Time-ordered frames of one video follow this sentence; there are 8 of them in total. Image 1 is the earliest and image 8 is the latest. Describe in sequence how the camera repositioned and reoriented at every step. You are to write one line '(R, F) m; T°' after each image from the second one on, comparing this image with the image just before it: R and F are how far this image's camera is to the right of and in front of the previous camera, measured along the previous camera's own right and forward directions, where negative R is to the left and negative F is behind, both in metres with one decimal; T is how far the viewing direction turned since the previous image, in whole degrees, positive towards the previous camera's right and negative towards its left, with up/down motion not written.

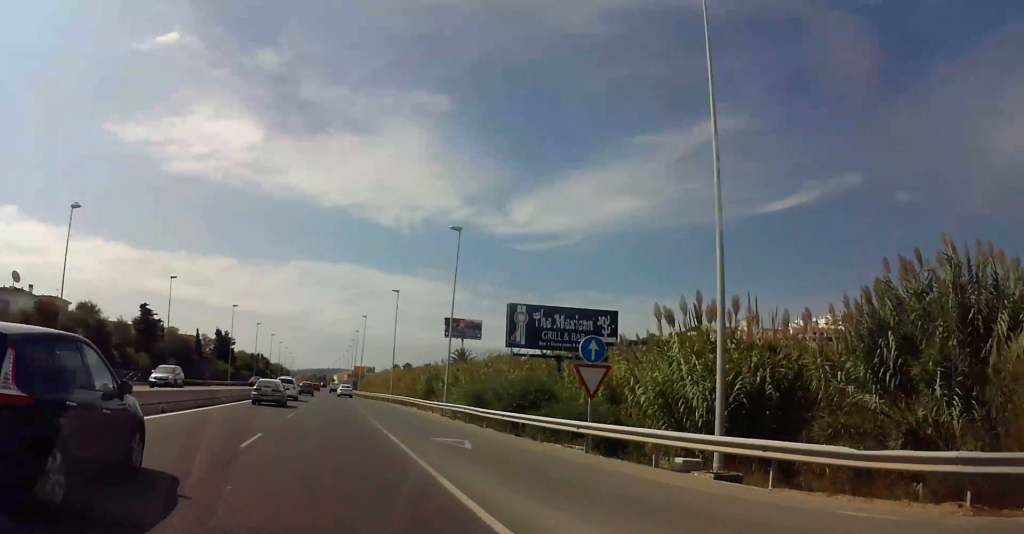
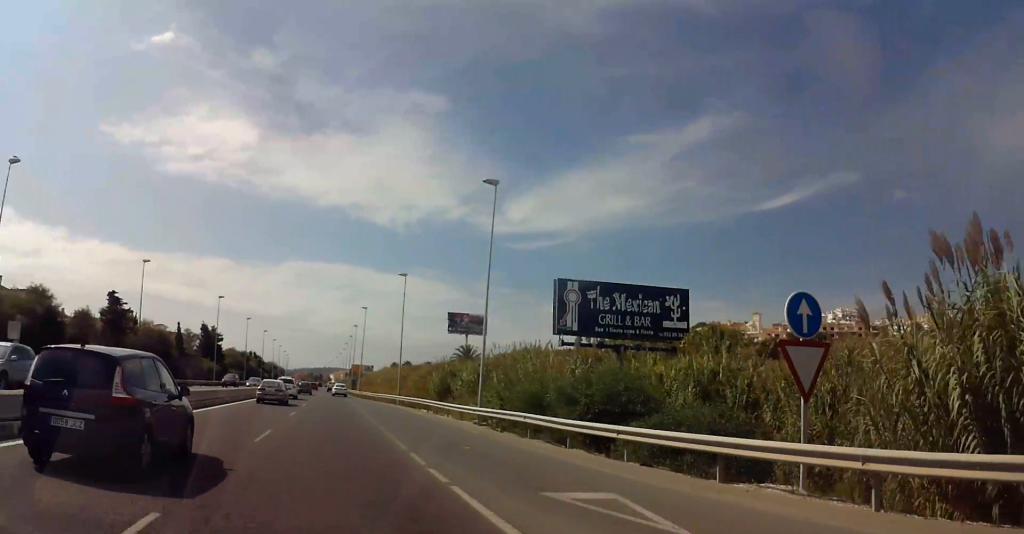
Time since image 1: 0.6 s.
(+0.3, +10.9) m; 0°
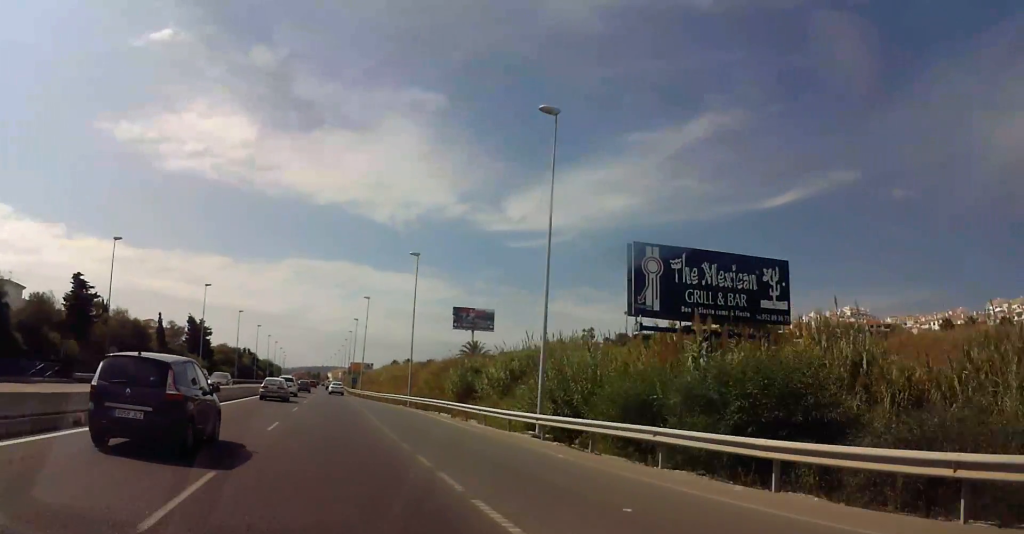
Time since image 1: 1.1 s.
(0.0, +9.6) m; 0°
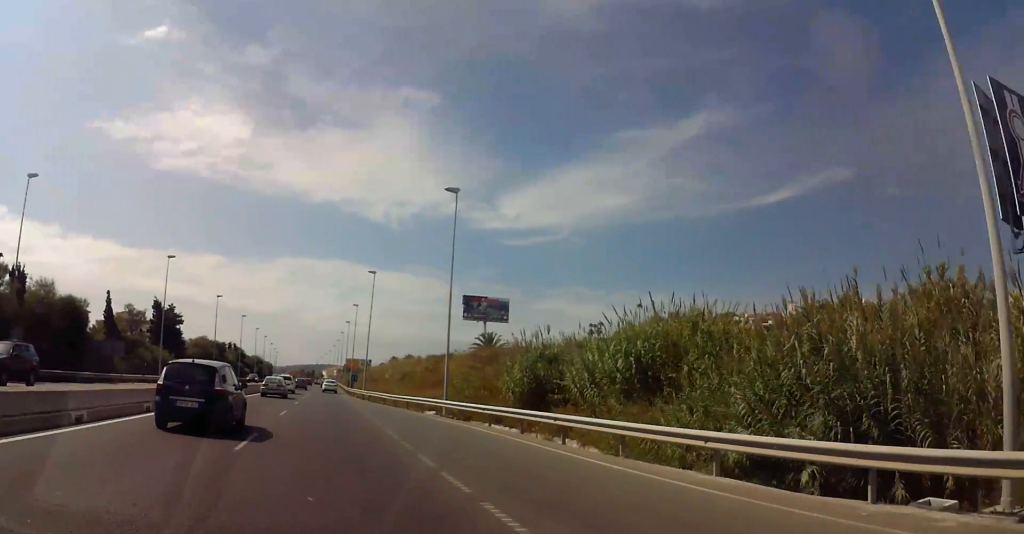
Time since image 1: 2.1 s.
(-0.3, +18.6) m; -1°
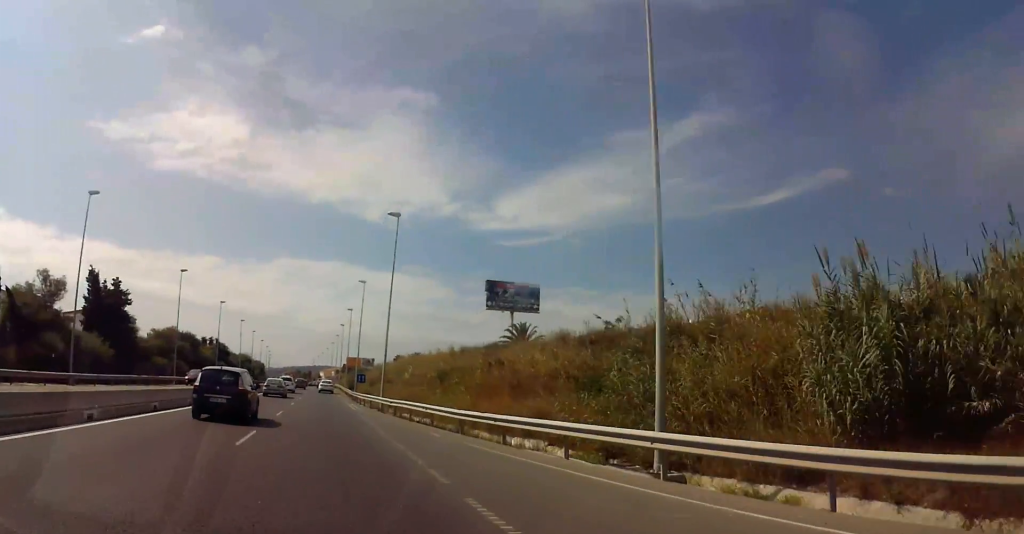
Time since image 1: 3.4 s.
(0.0, +24.9) m; 0°
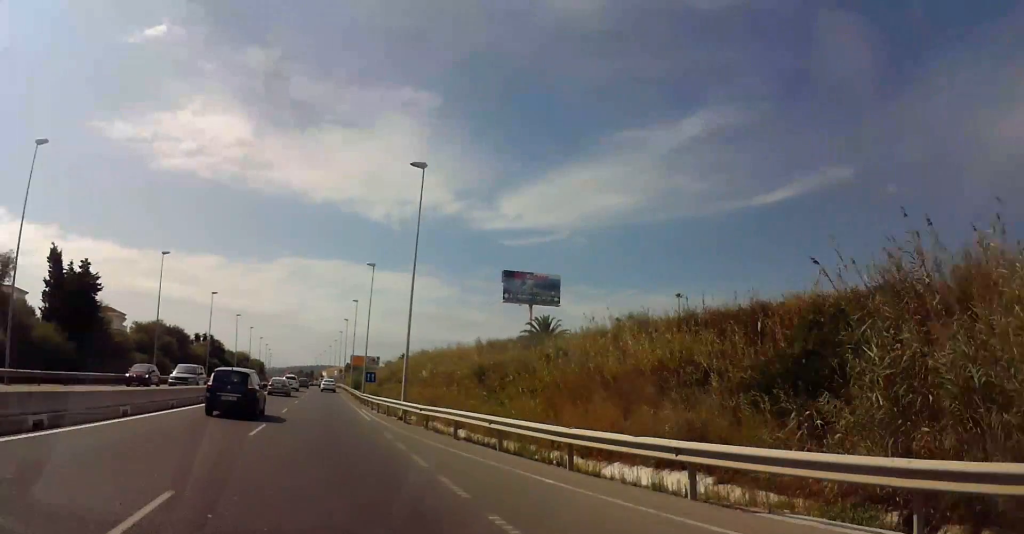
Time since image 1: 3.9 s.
(0.0, +9.1) m; 0°
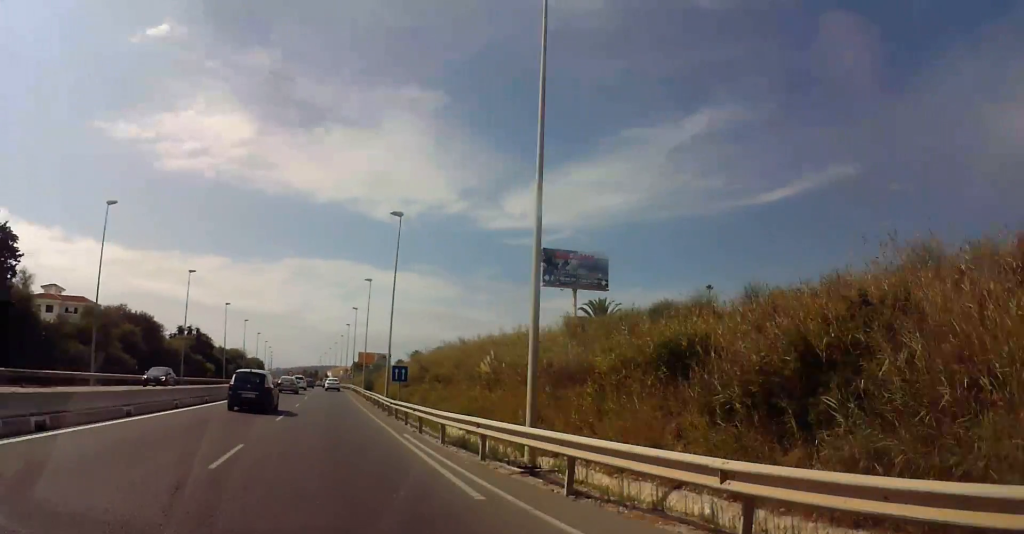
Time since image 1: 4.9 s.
(+0.2, +19.0) m; +1°
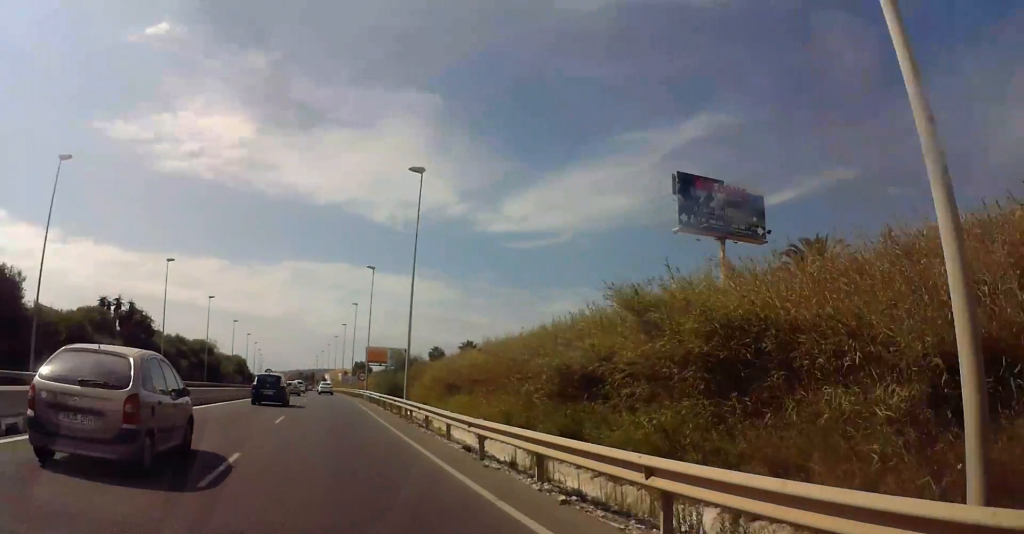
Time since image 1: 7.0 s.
(-0.2, +40.5) m; -1°
